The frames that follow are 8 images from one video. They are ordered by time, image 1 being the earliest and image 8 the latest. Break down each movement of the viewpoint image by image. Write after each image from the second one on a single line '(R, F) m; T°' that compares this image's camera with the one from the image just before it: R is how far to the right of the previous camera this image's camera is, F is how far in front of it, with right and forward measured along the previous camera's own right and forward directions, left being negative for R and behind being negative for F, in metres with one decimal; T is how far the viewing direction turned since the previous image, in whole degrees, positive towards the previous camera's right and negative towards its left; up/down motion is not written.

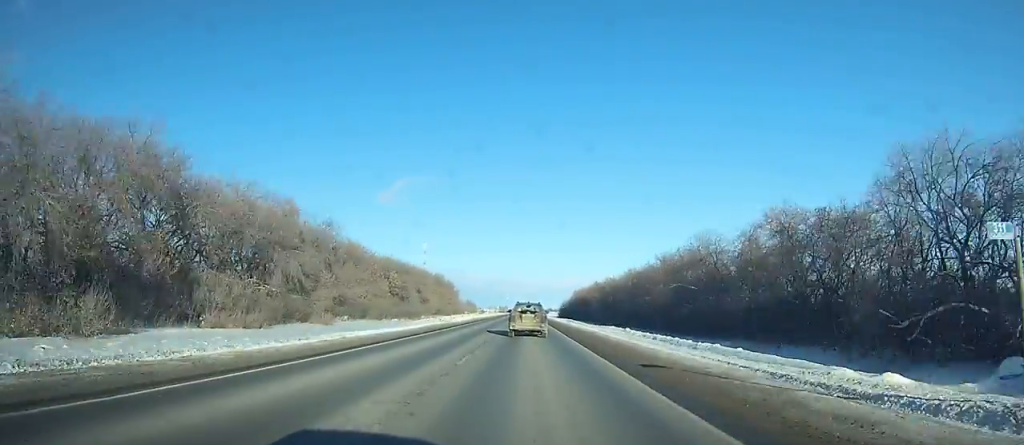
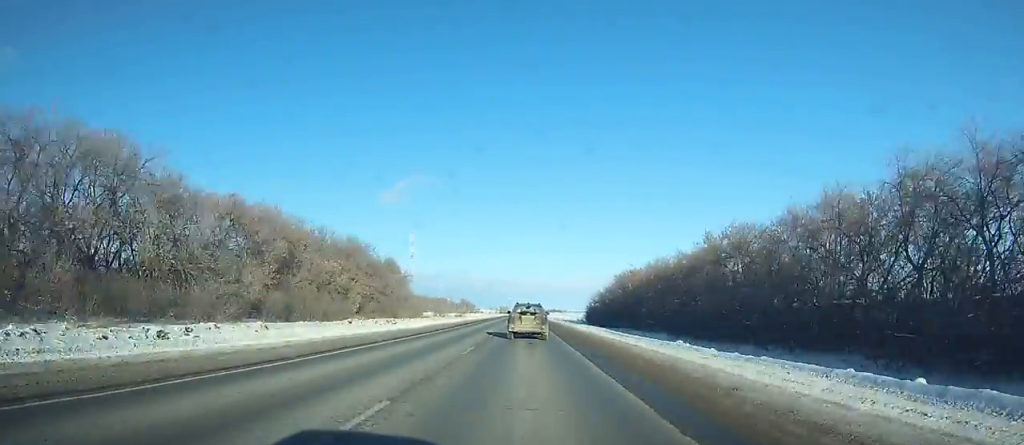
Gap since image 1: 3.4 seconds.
(+0.4, +91.6) m; 0°
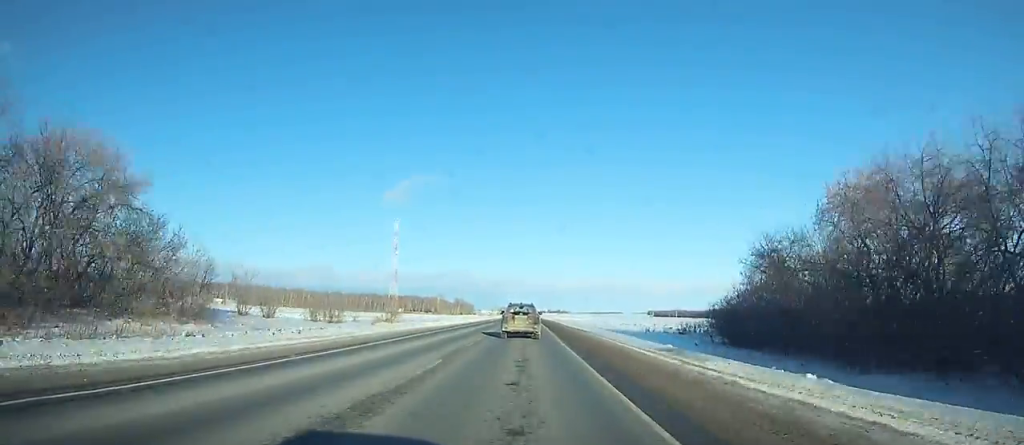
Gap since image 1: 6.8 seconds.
(0.0, +90.1) m; 0°
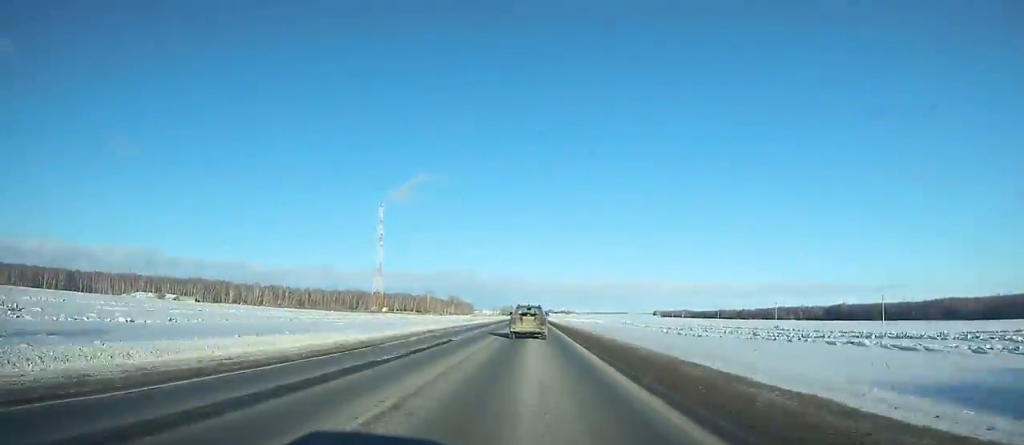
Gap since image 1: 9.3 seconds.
(-0.2, +66.0) m; 0°
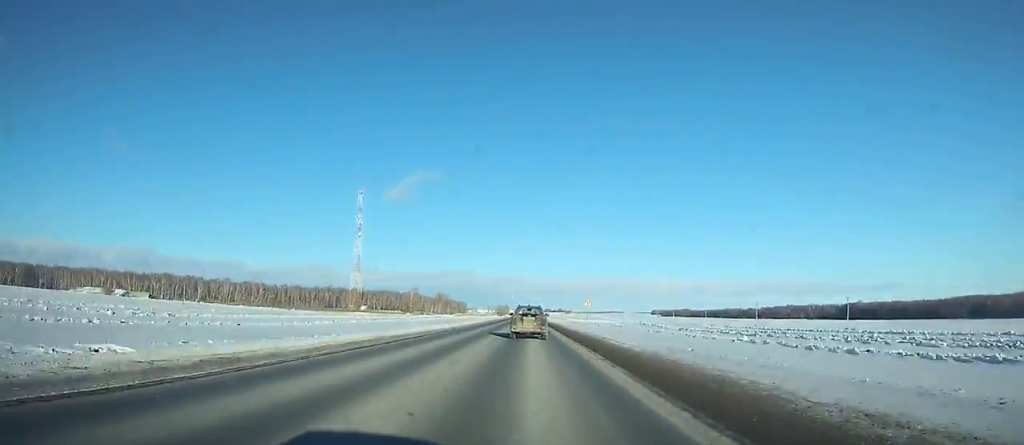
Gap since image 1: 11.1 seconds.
(-0.1, +47.7) m; 0°
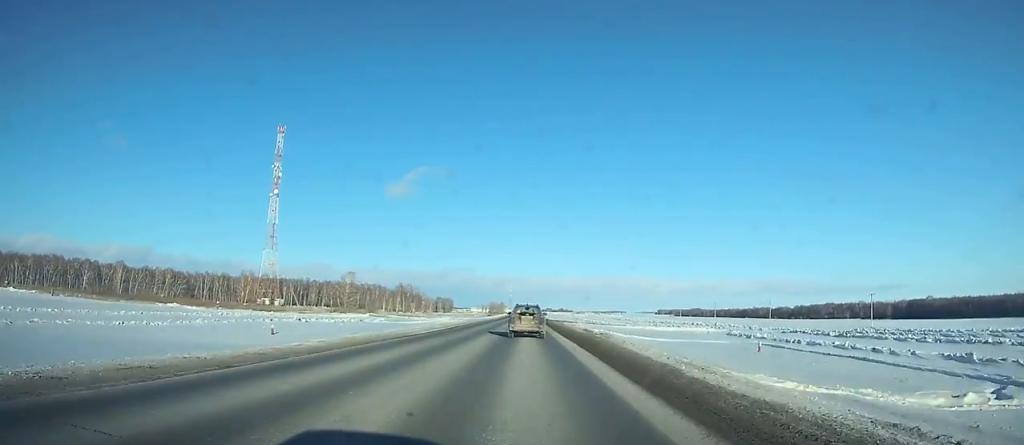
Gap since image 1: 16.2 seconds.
(-0.2, +136.2) m; 0°
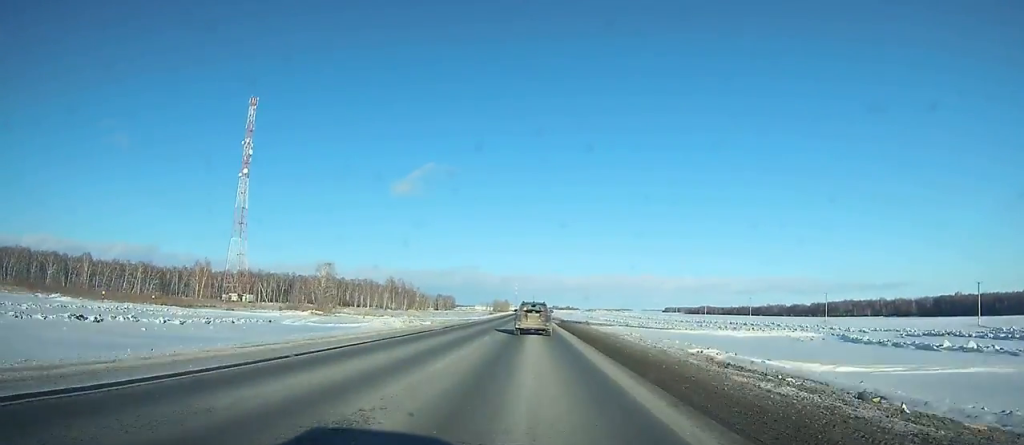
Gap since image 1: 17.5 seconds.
(0.0, +35.0) m; 0°
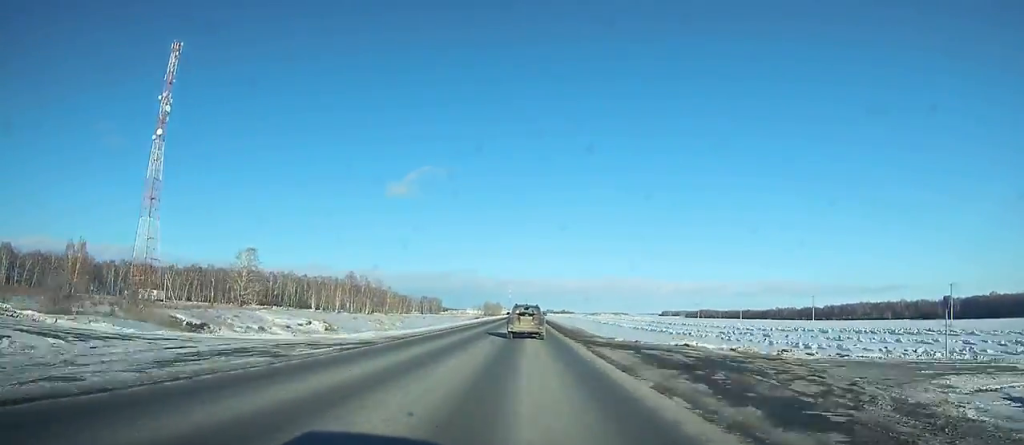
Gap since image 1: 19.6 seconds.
(0.0, +56.6) m; 0°
